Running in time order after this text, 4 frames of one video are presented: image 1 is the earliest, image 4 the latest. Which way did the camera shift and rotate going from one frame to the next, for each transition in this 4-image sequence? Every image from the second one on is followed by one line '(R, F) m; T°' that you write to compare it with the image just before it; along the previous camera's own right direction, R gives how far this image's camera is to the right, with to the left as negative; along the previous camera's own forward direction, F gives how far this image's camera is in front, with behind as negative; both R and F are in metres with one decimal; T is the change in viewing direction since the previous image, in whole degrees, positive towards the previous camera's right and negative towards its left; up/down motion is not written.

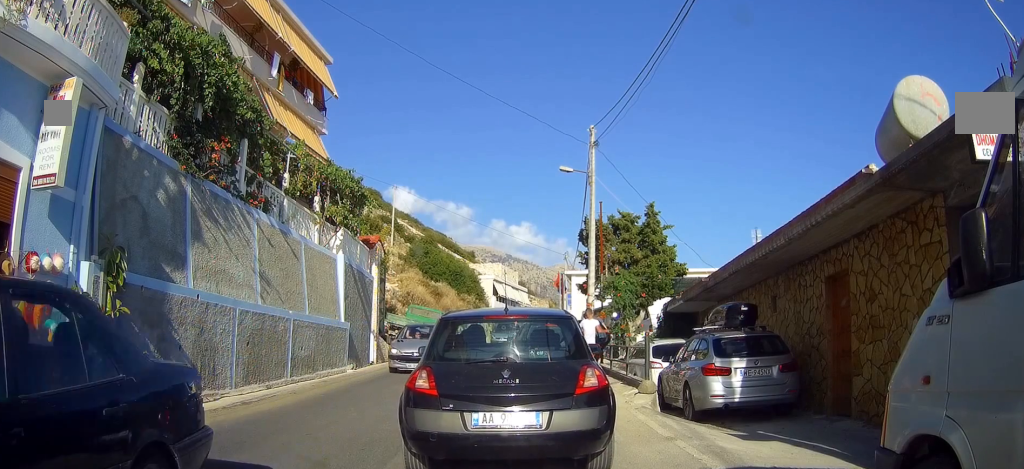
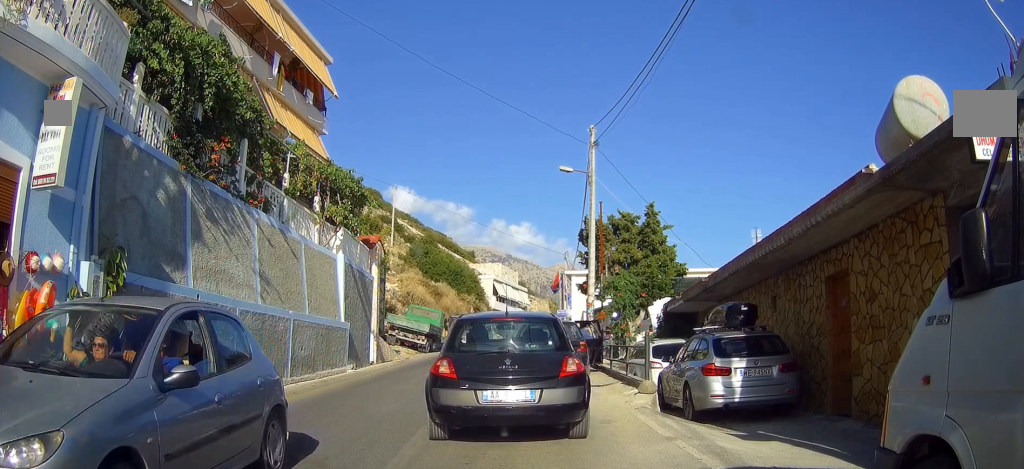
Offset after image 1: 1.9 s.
(0.0, +0.3) m; 0°
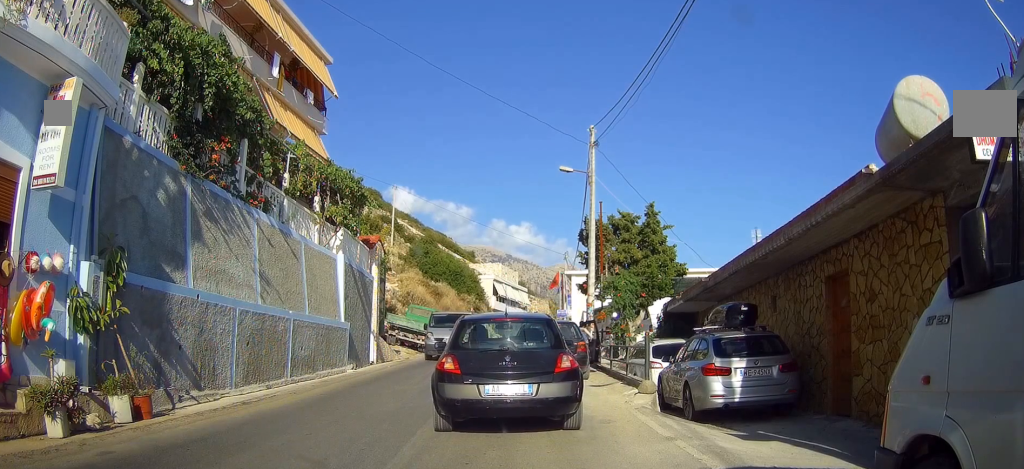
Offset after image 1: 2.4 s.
(0.0, 0.0) m; 0°
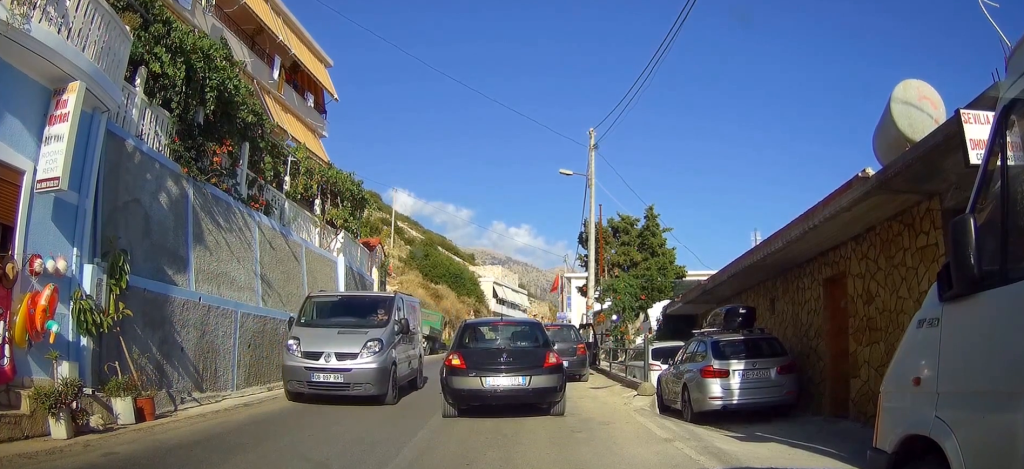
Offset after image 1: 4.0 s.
(0.0, +0.2) m; 0°
